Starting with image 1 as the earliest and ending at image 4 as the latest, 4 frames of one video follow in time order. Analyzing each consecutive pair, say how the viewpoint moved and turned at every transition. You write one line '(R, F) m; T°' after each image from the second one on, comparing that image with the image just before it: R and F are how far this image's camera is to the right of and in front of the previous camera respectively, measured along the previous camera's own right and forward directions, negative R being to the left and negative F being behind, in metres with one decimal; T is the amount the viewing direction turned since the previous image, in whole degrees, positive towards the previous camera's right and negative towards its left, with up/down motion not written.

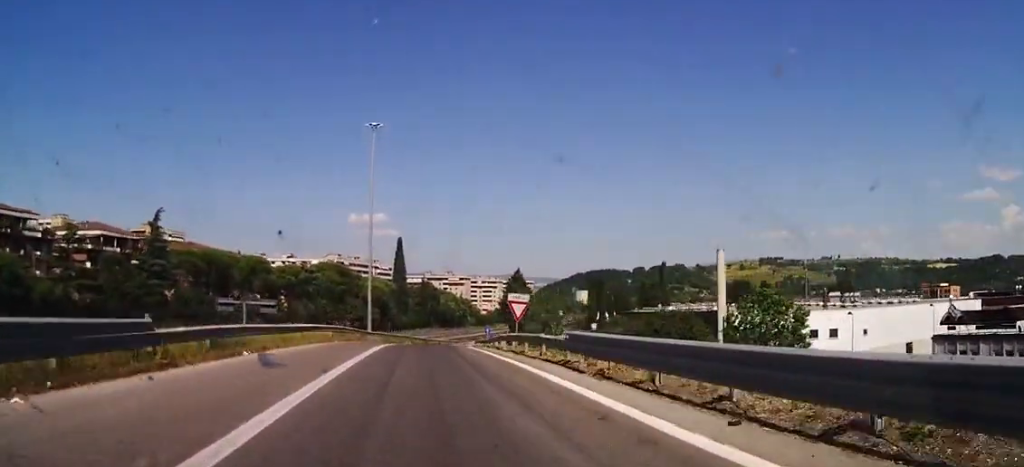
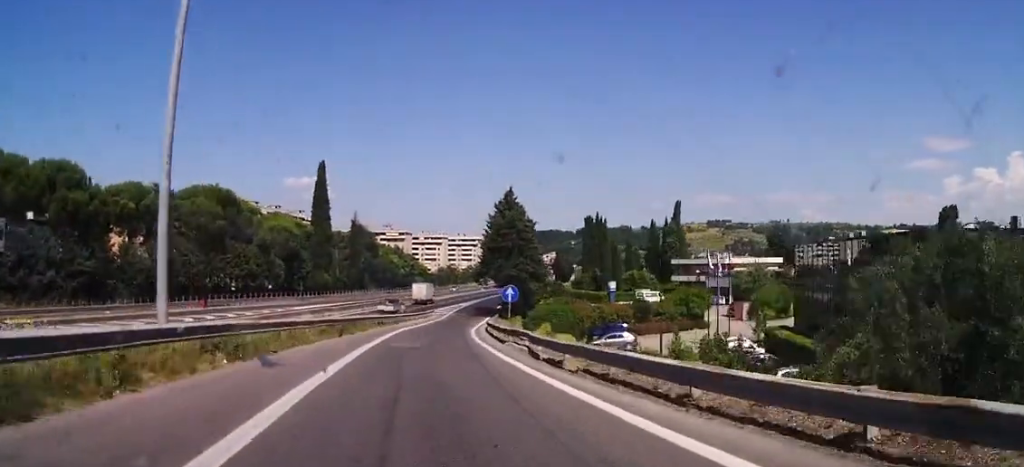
(-1.3, +61.3) m; +2°
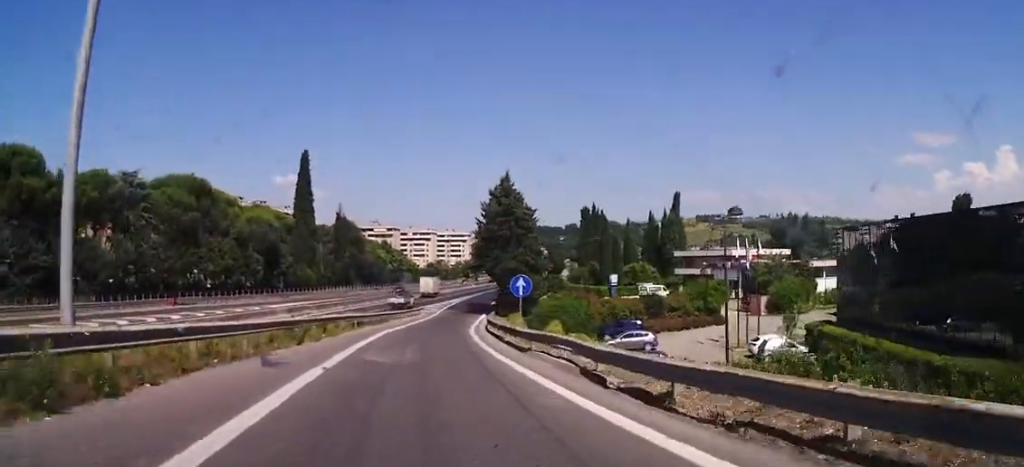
(+0.1, +7.4) m; +1°
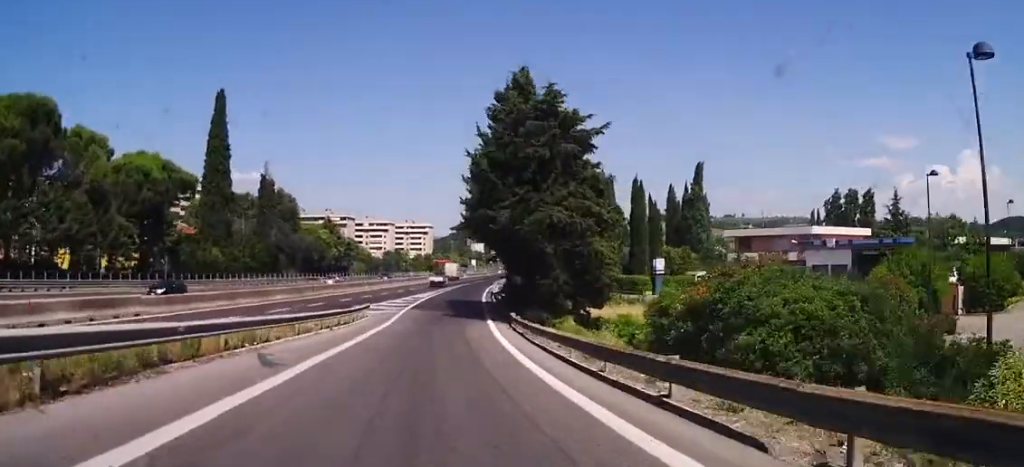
(+1.5, +36.1) m; +4°
